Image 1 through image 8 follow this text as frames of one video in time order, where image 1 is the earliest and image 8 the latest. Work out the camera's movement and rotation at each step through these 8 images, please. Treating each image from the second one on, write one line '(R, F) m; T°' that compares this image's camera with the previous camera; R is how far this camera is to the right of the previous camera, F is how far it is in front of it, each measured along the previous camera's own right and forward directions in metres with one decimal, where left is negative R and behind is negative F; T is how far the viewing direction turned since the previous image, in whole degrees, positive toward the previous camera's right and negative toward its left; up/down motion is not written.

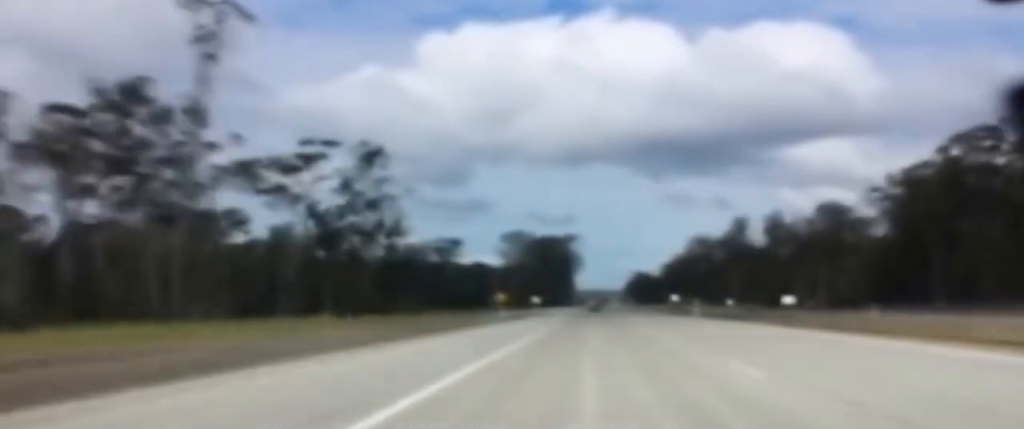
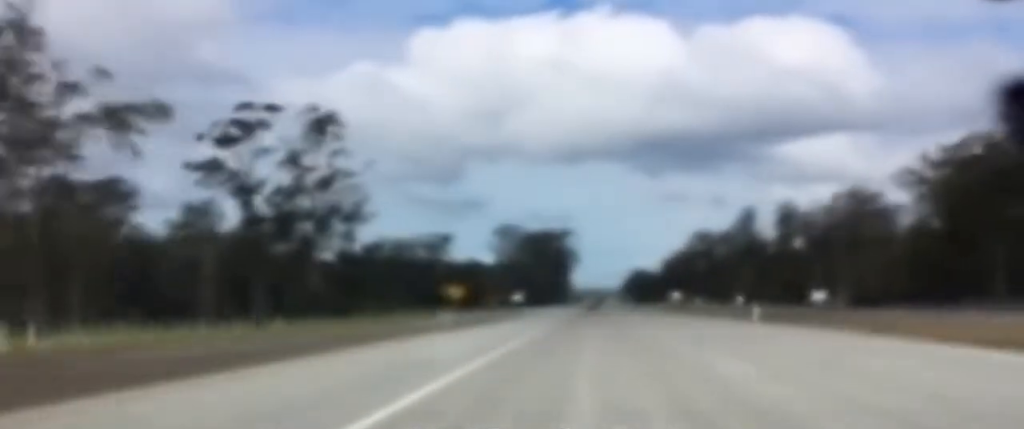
(+0.1, +24.3) m; +1°
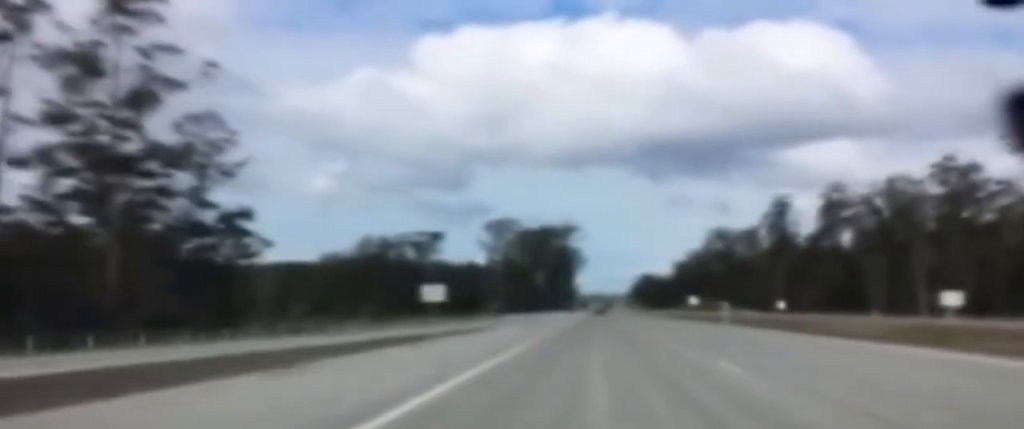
(+0.4, +50.9) m; 0°
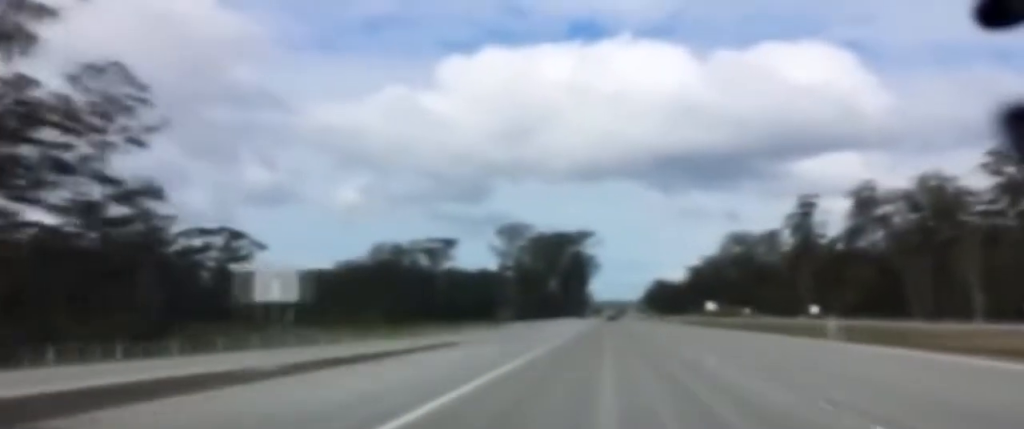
(-0.4, +21.7) m; -1°
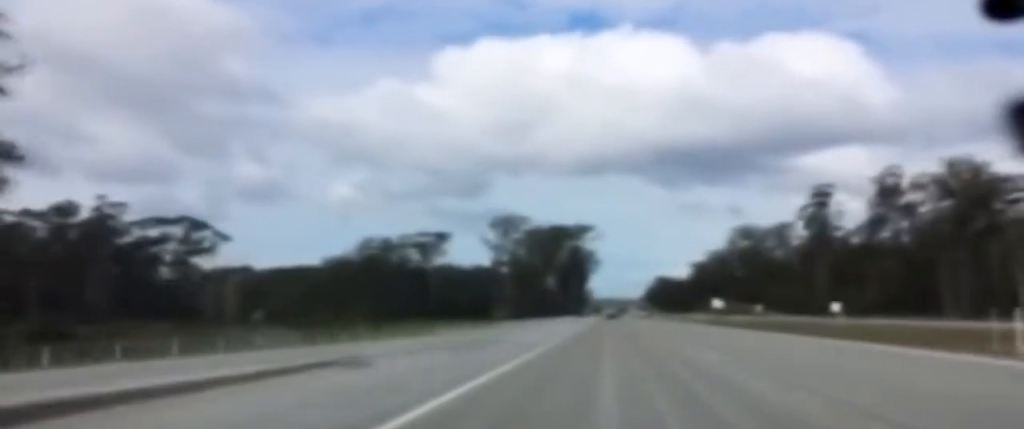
(-0.1, +13.4) m; 0°
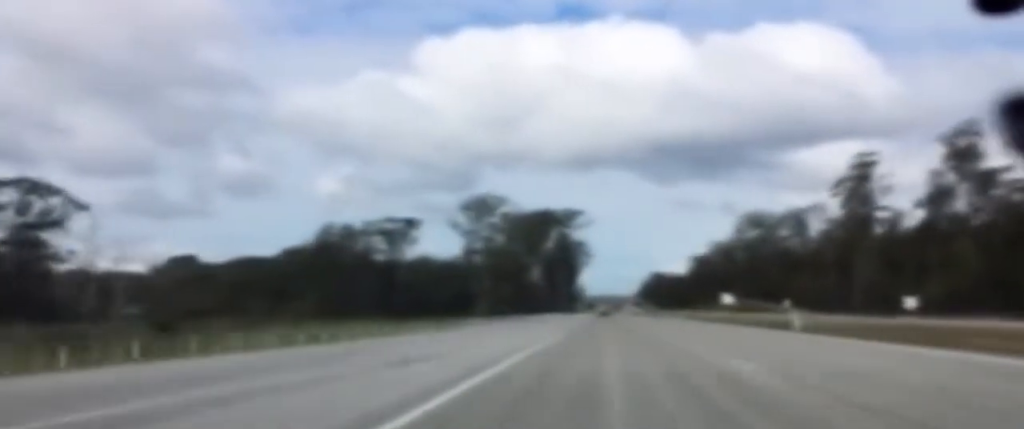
(0.0, +42.1) m; 0°
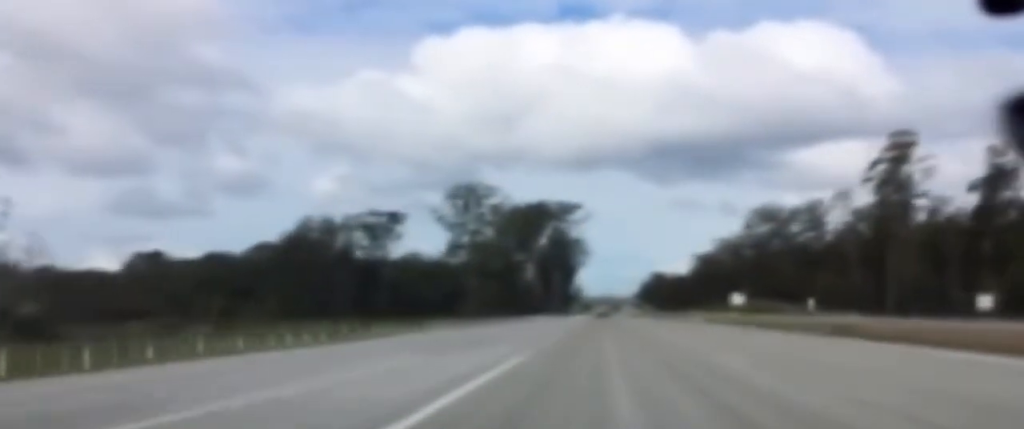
(0.0, +23.4) m; 0°
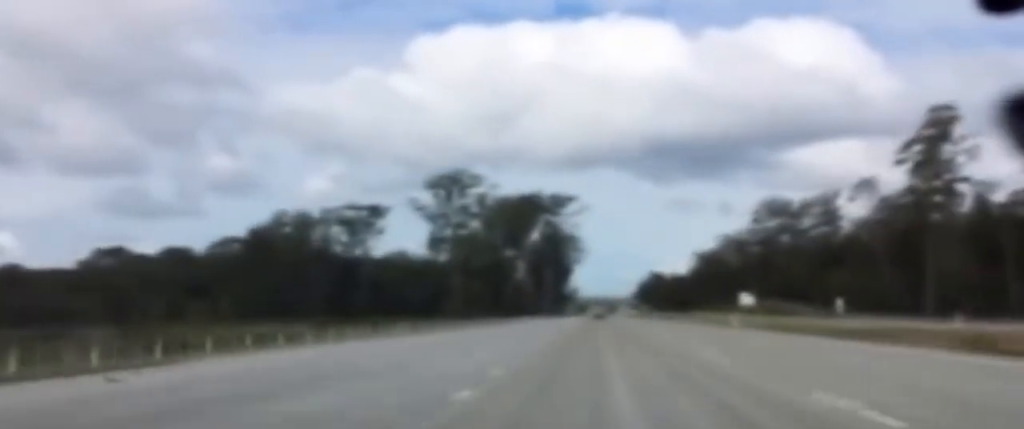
(-0.2, +20.3) m; 0°
